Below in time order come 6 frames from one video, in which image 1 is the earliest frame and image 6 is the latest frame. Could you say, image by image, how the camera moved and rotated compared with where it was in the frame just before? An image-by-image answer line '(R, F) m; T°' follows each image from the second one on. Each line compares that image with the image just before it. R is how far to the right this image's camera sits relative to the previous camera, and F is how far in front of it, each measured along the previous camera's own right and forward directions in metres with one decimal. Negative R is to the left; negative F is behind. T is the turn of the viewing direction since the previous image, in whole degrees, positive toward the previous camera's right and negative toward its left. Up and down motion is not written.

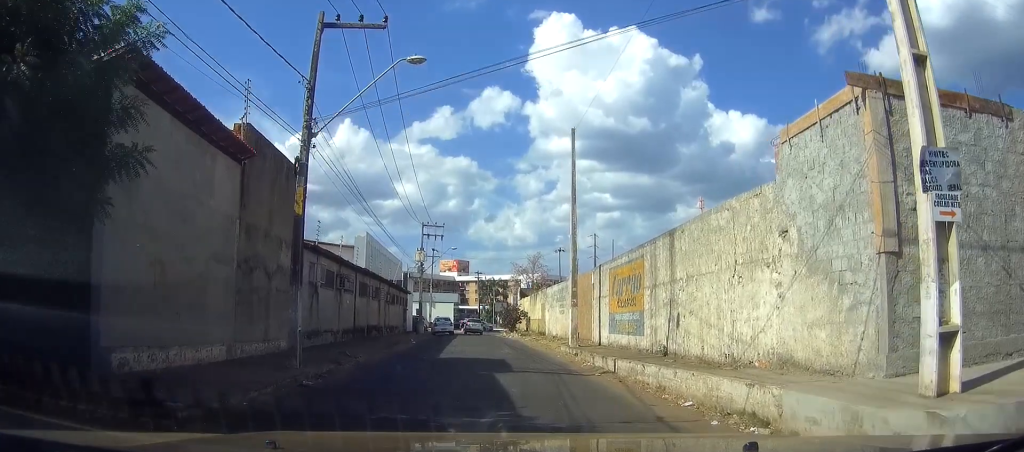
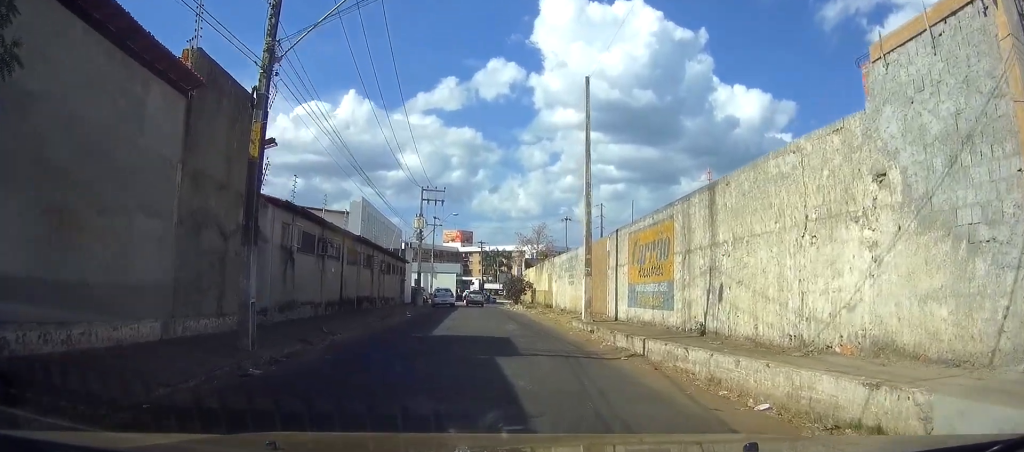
(0.0, +2.9) m; -1°
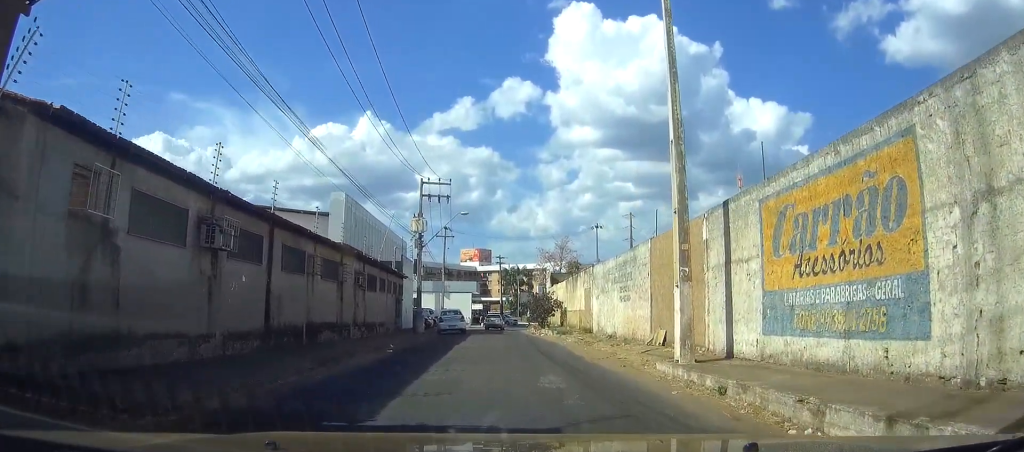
(-0.6, +11.1) m; -6°
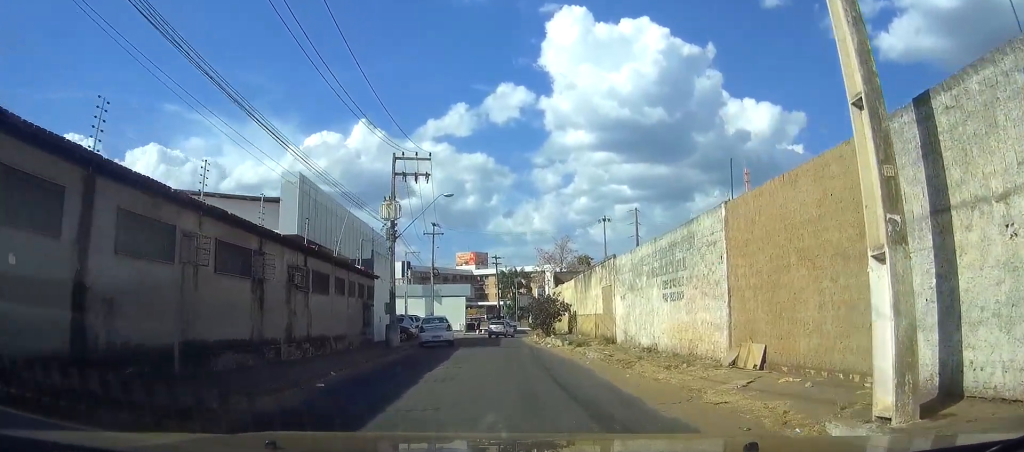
(-0.1, +8.2) m; -2°
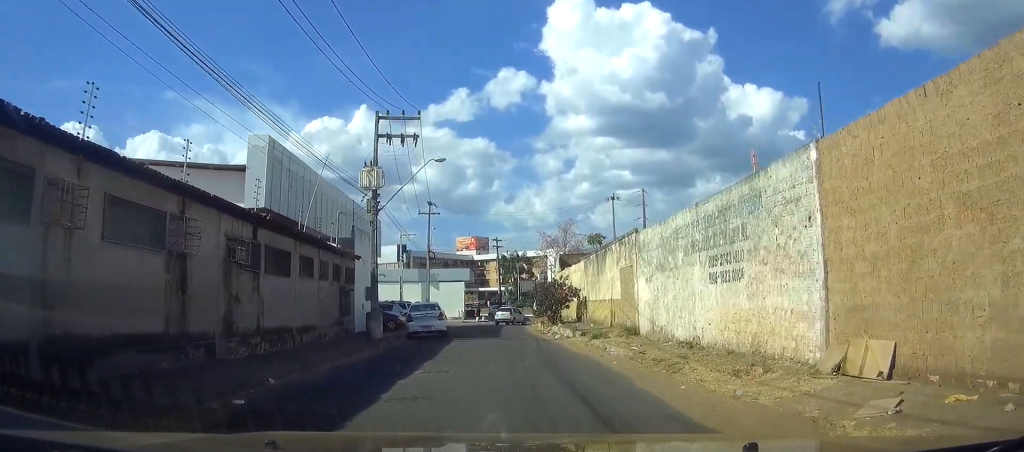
(-0.1, +4.8) m; -1°
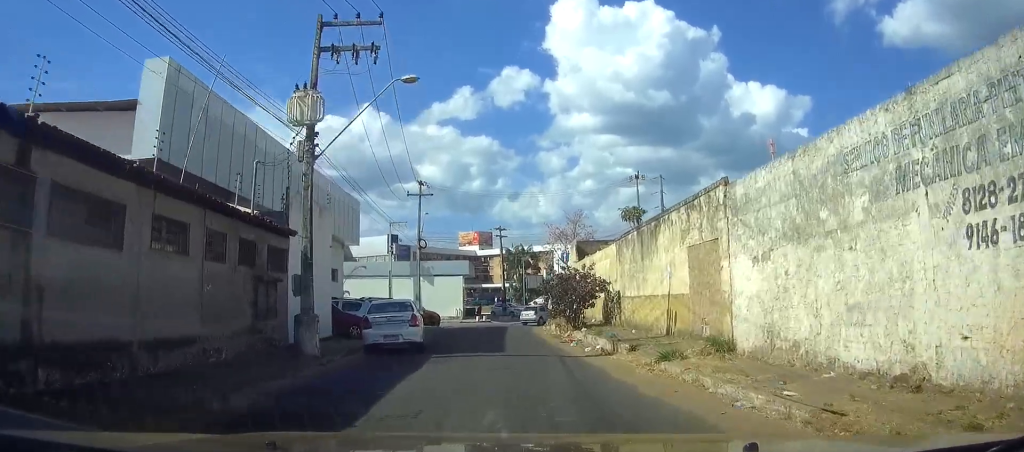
(0.0, +9.7) m; -1°
